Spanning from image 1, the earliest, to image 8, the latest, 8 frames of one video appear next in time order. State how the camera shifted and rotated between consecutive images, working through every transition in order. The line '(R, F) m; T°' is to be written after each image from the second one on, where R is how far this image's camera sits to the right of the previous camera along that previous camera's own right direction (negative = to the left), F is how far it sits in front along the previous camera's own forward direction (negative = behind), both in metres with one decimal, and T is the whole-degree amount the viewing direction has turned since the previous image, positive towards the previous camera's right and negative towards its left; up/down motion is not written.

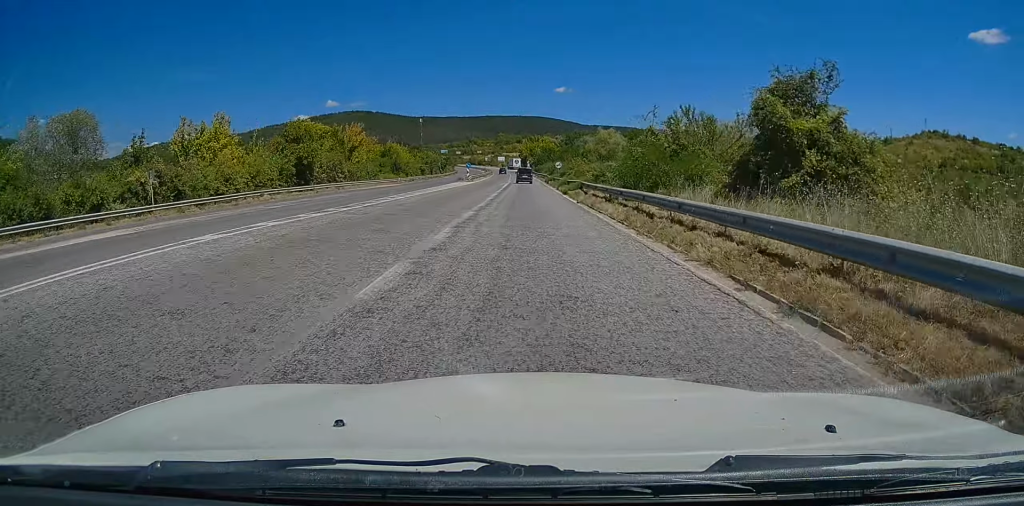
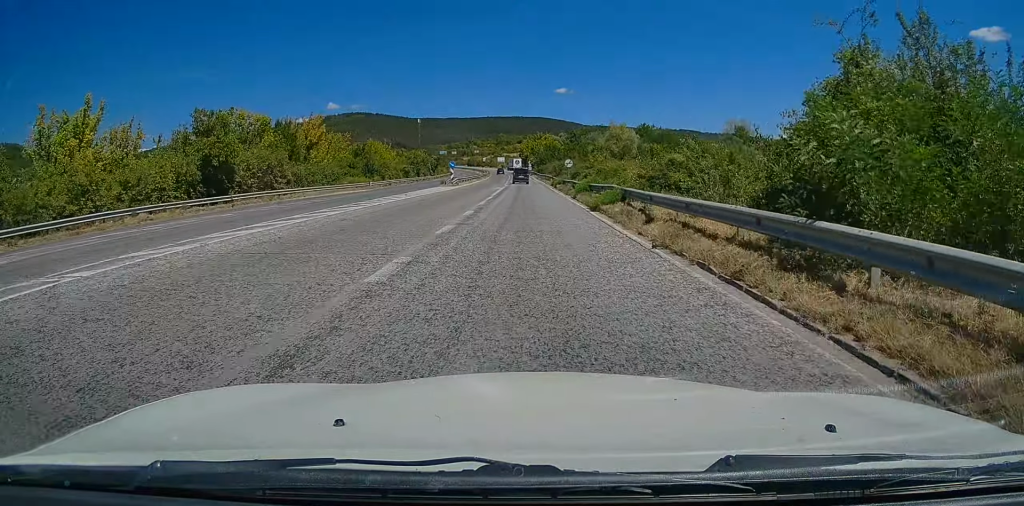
(+0.1, +17.9) m; 0°
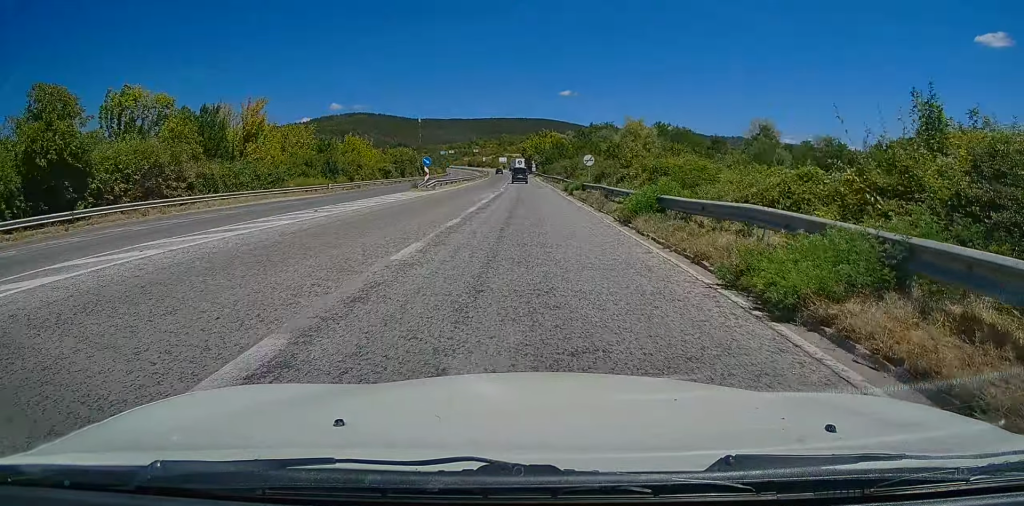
(+0.1, +17.1) m; 0°
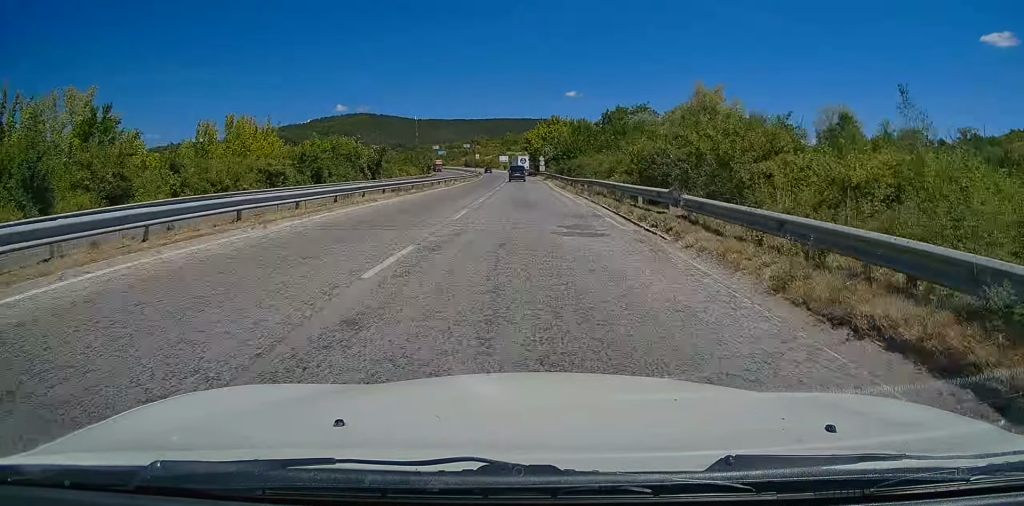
(-0.5, +41.4) m; -1°
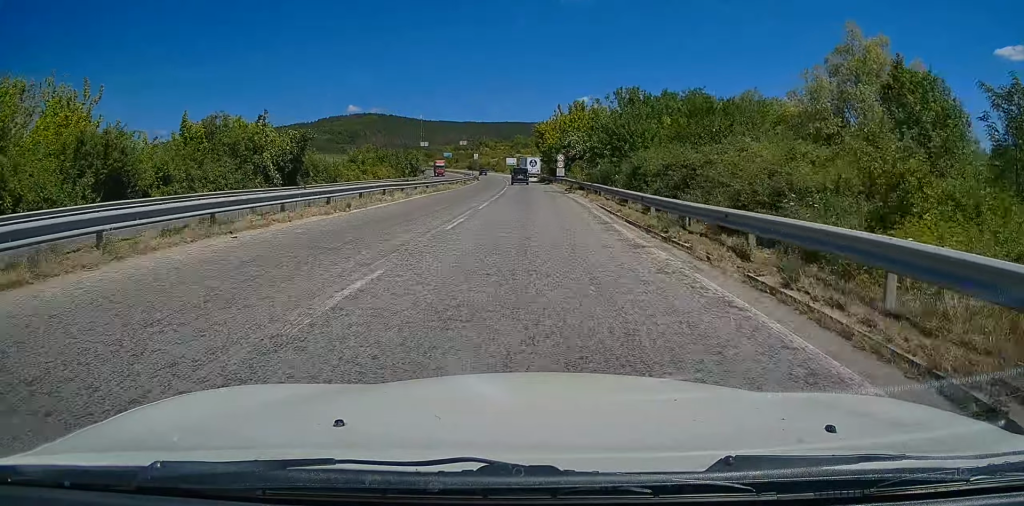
(-0.1, +30.0) m; 0°
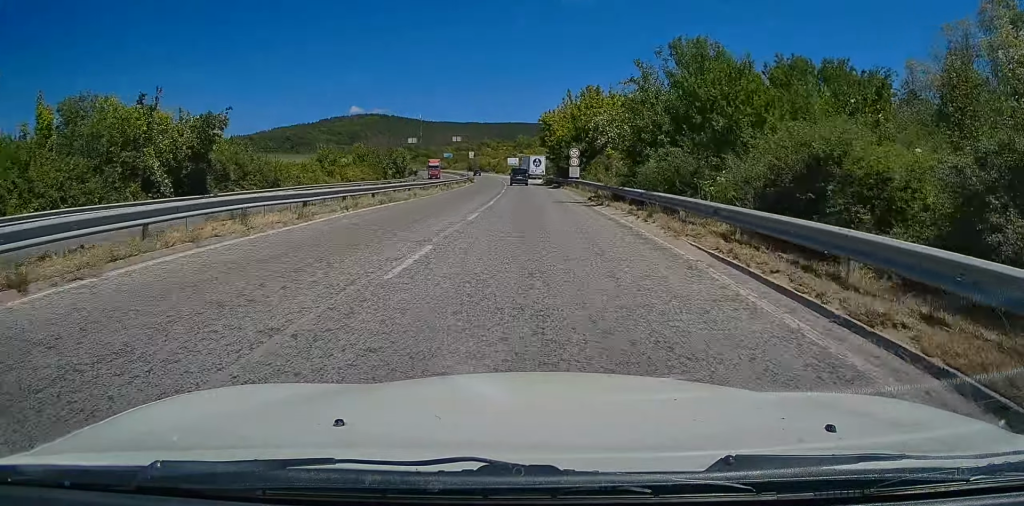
(0.0, +15.0) m; 0°
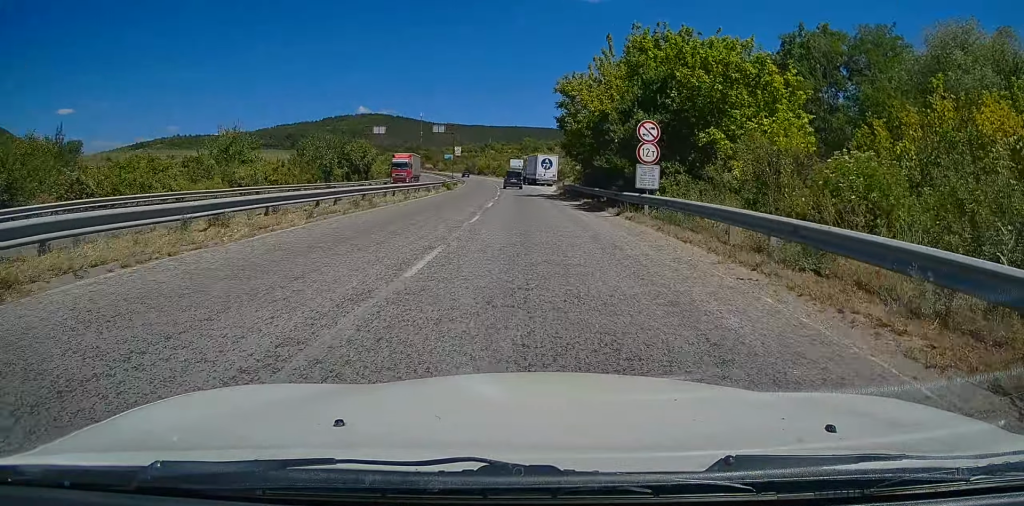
(-0.1, +27.1) m; -1°
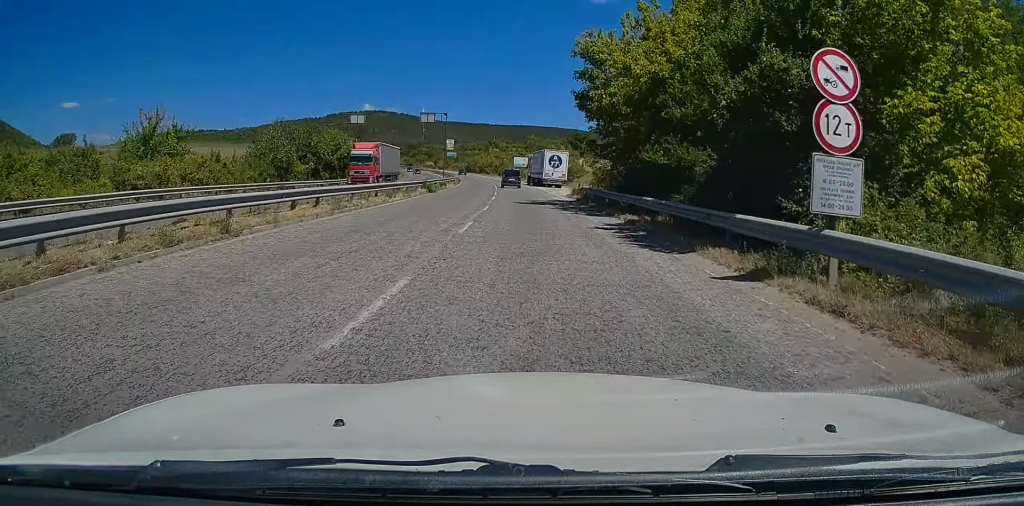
(-0.1, +11.9) m; 0°
